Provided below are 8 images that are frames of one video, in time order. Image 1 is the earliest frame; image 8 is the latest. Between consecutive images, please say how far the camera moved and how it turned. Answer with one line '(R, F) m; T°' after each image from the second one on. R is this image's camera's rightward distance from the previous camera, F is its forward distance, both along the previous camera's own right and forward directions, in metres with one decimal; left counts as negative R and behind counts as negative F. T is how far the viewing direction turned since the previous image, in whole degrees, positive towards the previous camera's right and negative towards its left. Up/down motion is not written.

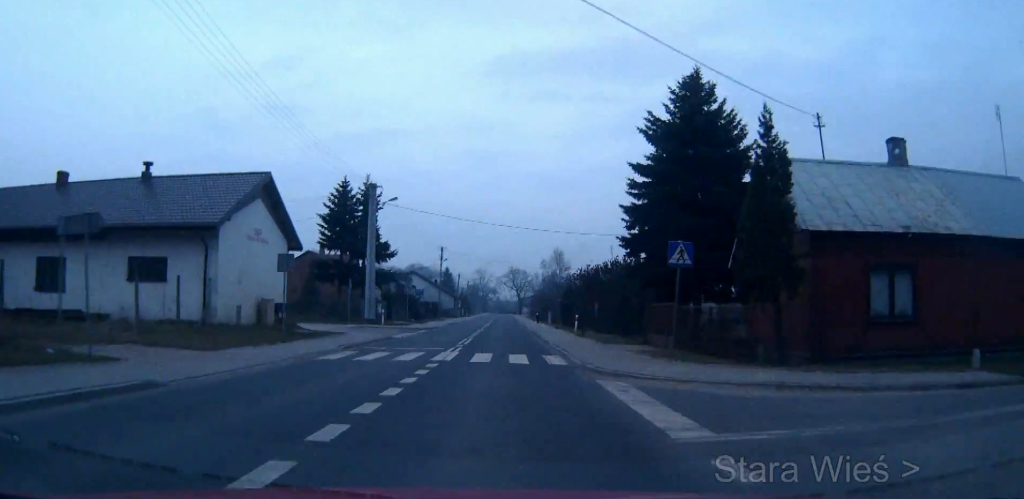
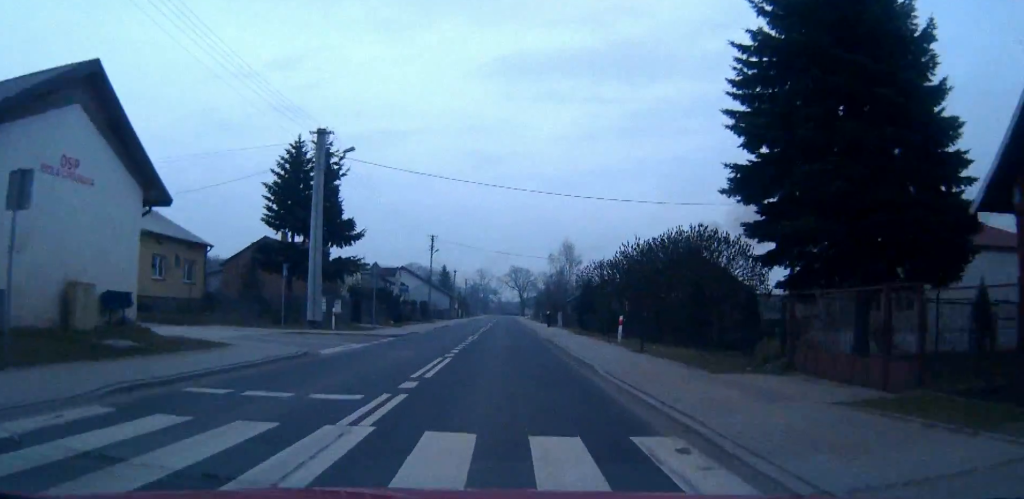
(-0.1, +15.5) m; 0°
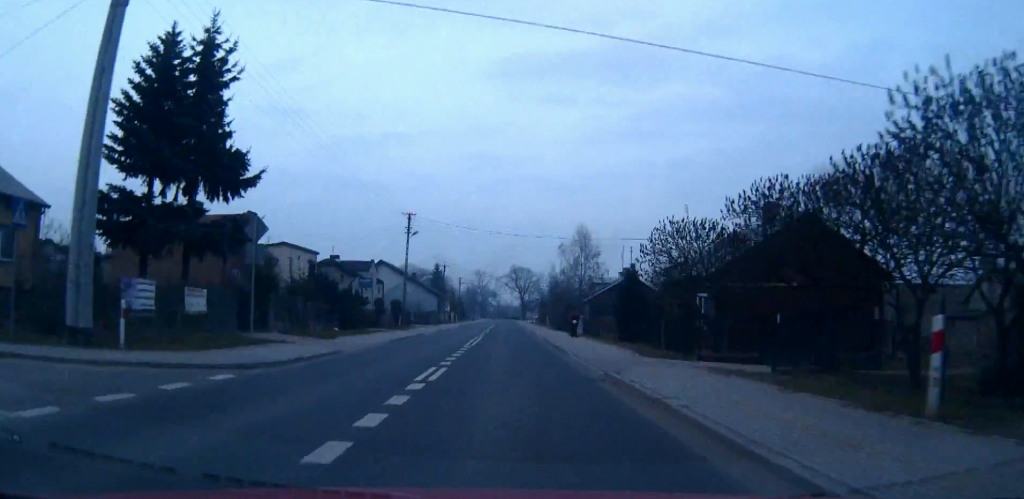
(0.0, +20.9) m; 0°
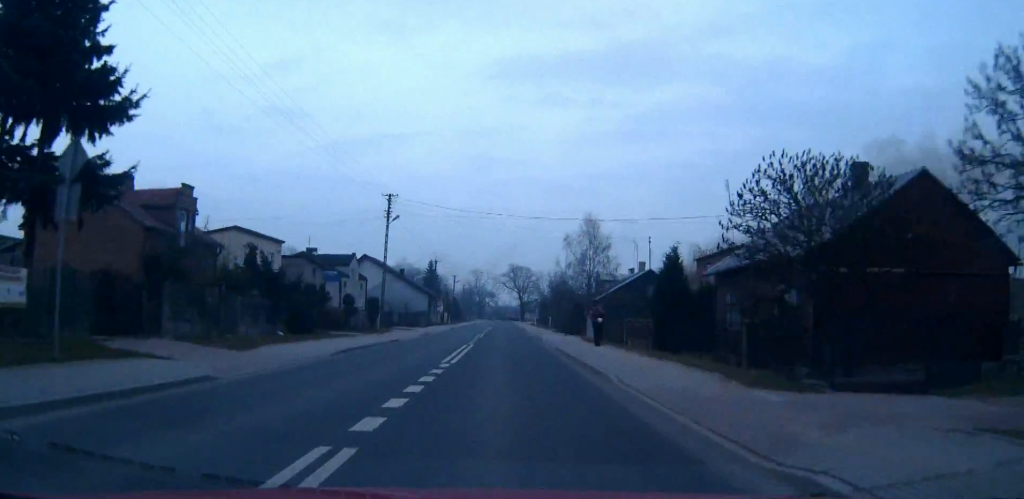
(0.0, +10.4) m; 0°
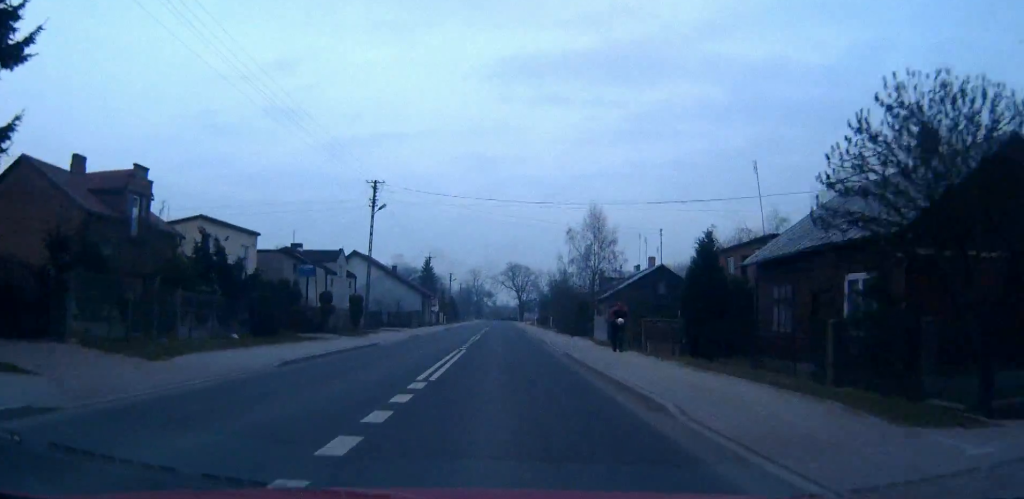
(0.0, +5.4) m; 0°
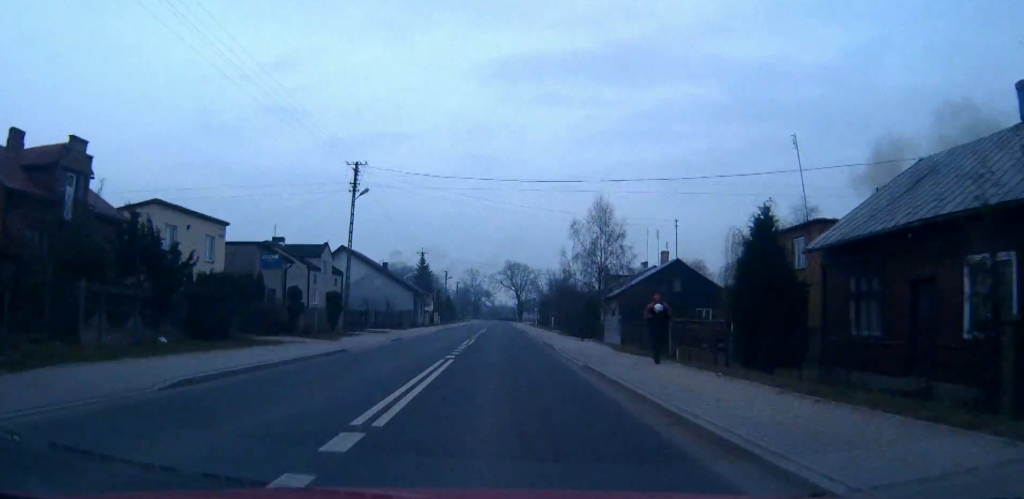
(0.0, +5.8) m; 0°
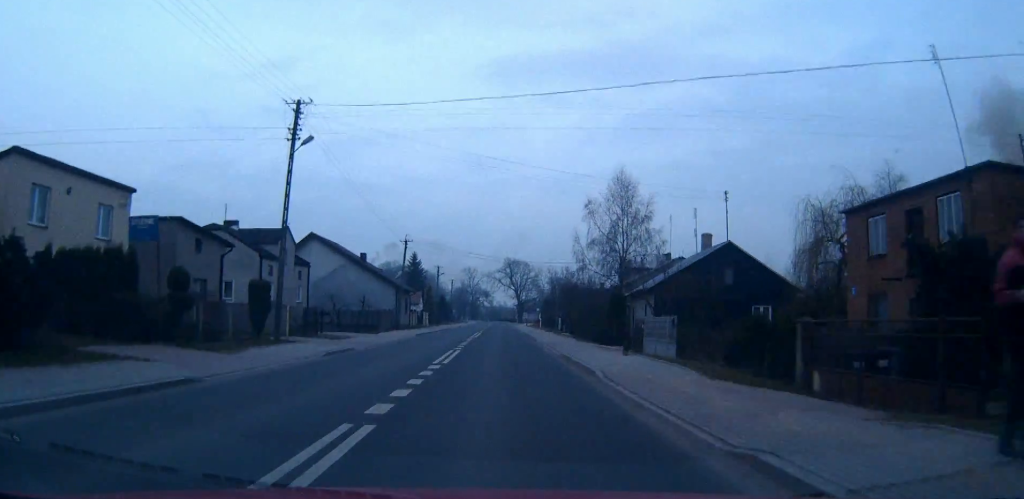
(0.0, +12.6) m; 0°
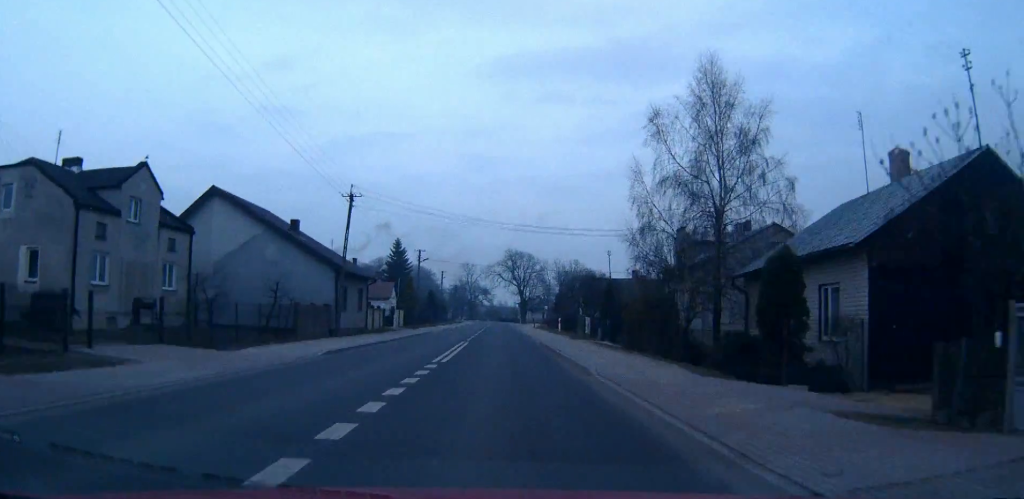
(0.0, +24.2) m; 0°
